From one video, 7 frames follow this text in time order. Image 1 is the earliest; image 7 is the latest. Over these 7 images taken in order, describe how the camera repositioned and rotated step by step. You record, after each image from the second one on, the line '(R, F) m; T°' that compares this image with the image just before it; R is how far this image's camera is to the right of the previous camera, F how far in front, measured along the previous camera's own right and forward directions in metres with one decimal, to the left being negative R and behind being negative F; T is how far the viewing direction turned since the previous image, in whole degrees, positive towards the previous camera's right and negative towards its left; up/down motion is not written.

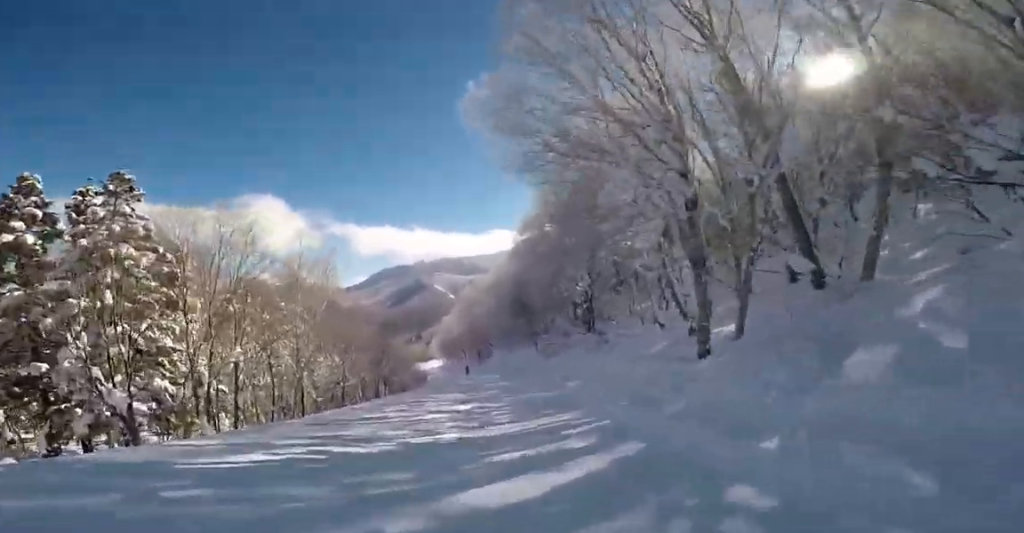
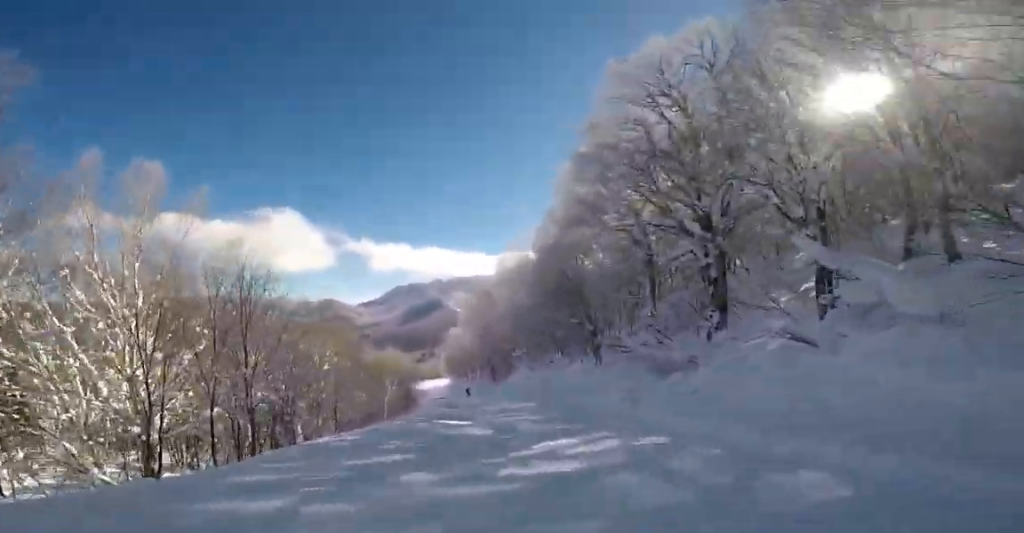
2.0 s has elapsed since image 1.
(+2.7, +23.3) m; +6°
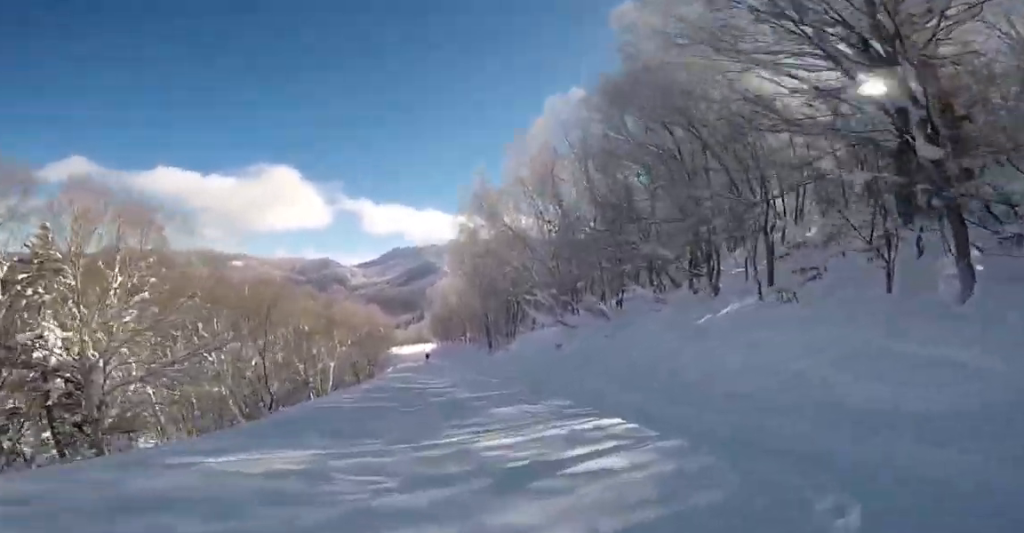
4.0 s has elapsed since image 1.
(-3.0, +23.7) m; -8°
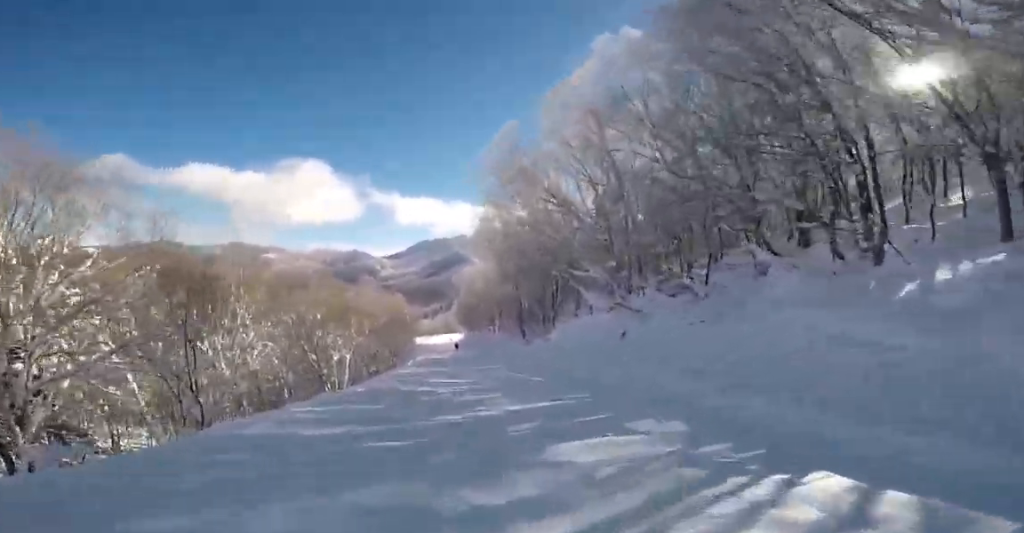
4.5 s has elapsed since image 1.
(0.0, +5.6) m; -2°
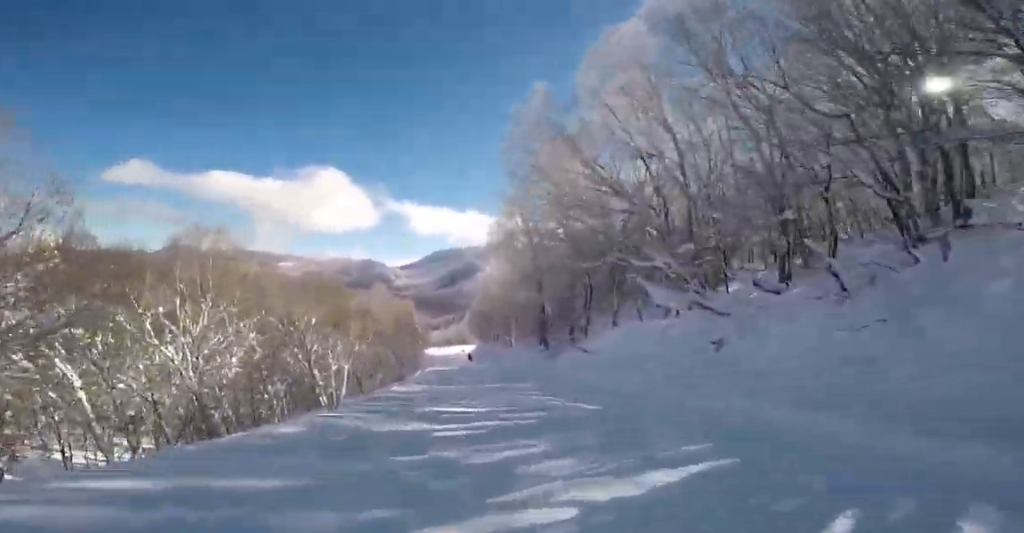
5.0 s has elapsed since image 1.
(+0.3, +5.6) m; -3°
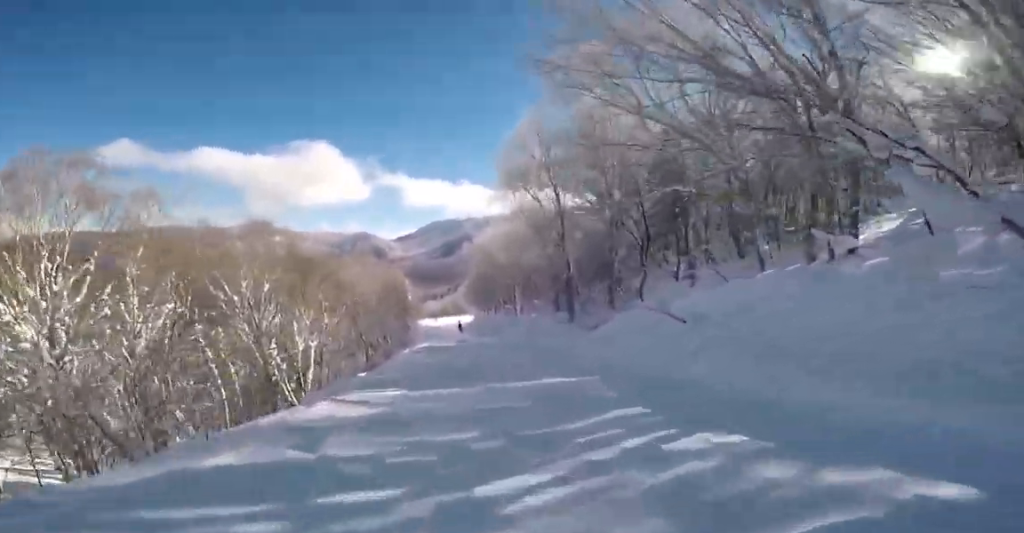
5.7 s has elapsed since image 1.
(-0.7, +9.1) m; -2°
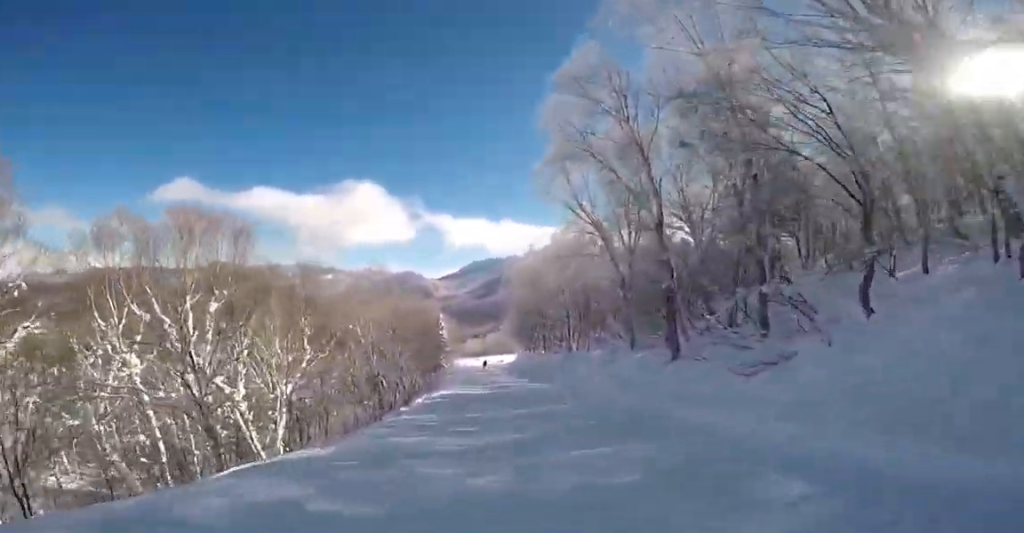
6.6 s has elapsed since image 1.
(-0.2, +10.7) m; +1°
